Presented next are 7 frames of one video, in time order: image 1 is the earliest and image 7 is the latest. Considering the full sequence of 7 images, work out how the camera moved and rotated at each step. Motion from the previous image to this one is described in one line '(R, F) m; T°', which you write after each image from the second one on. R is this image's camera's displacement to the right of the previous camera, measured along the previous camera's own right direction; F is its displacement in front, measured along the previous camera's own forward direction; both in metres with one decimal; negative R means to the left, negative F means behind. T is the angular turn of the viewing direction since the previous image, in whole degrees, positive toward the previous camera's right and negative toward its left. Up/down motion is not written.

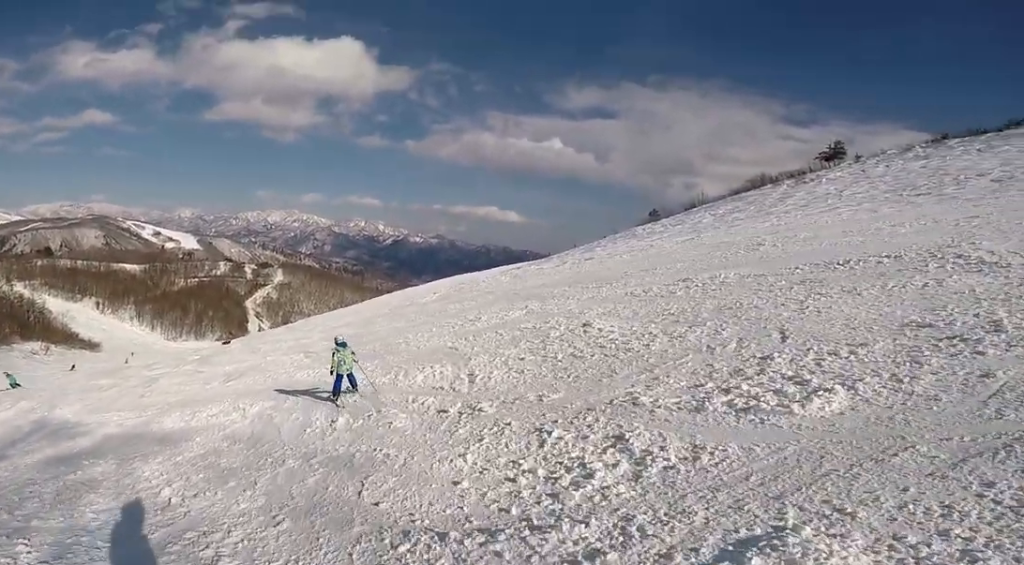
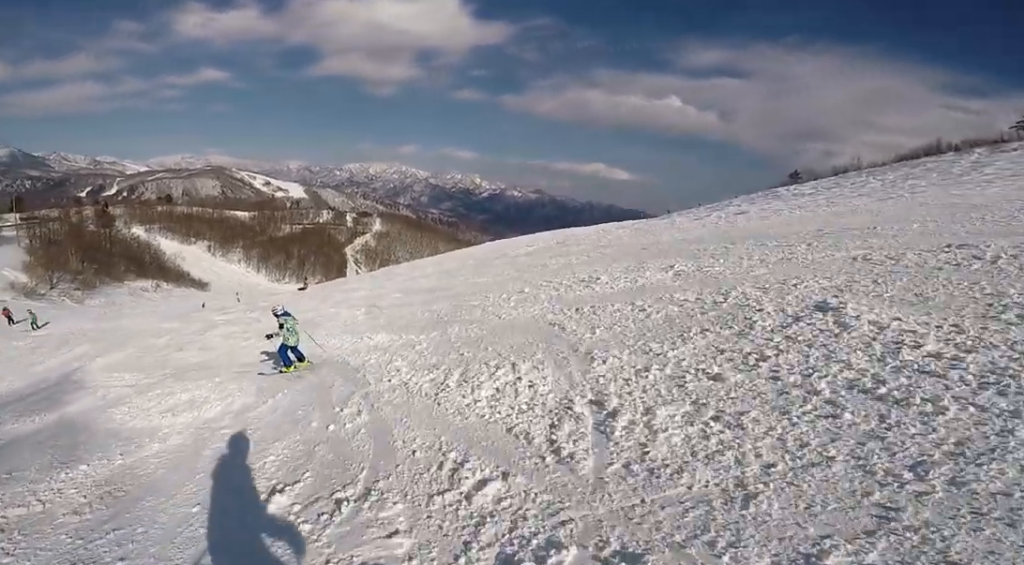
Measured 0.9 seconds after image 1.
(-1.2, +3.4) m; -22°
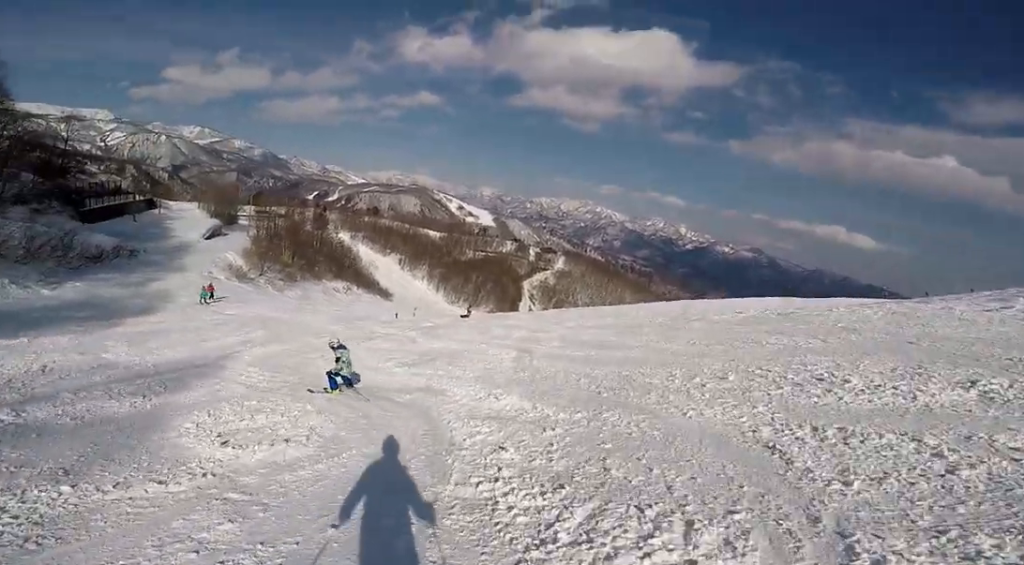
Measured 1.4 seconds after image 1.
(-0.2, +2.2) m; -19°
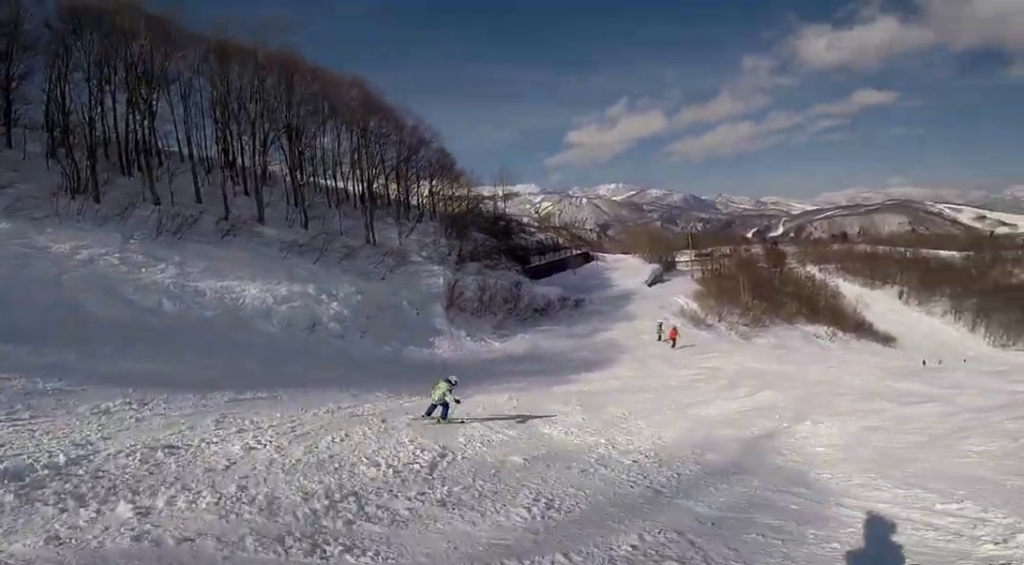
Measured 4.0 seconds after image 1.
(-5.9, +8.1) m; -42°
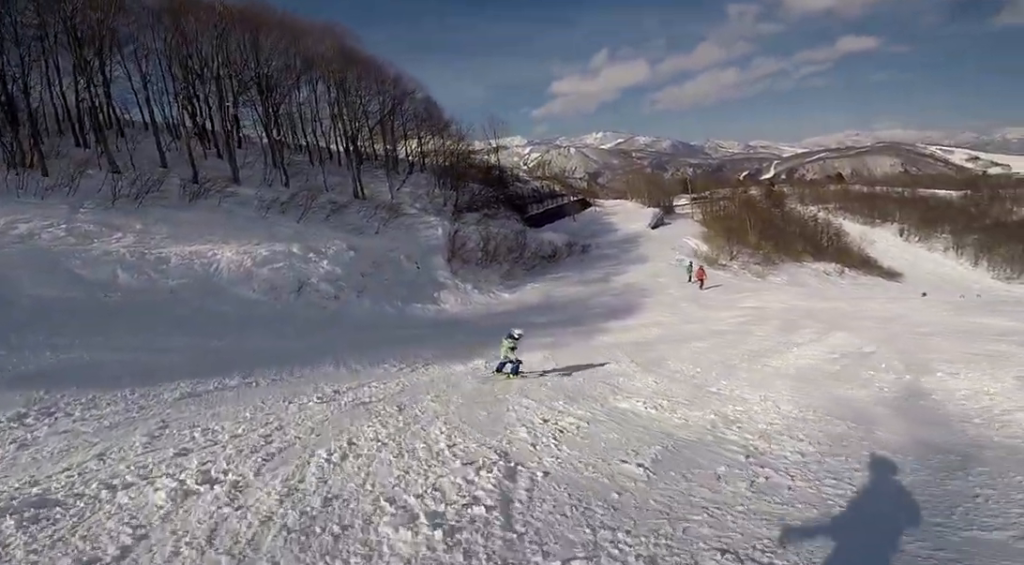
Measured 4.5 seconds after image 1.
(-0.2, +2.8) m; +9°
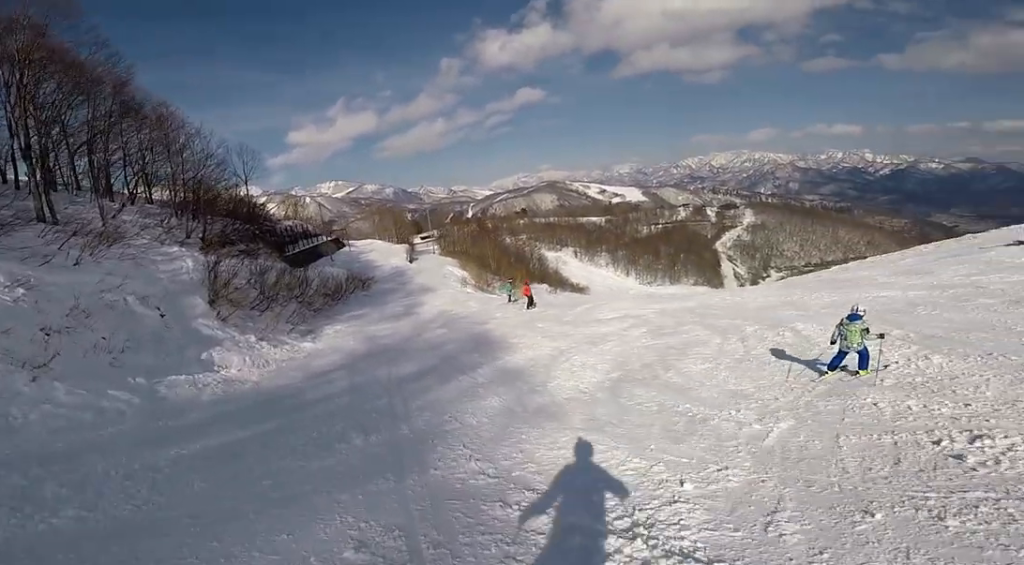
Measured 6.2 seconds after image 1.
(+2.6, +7.8) m; +36°
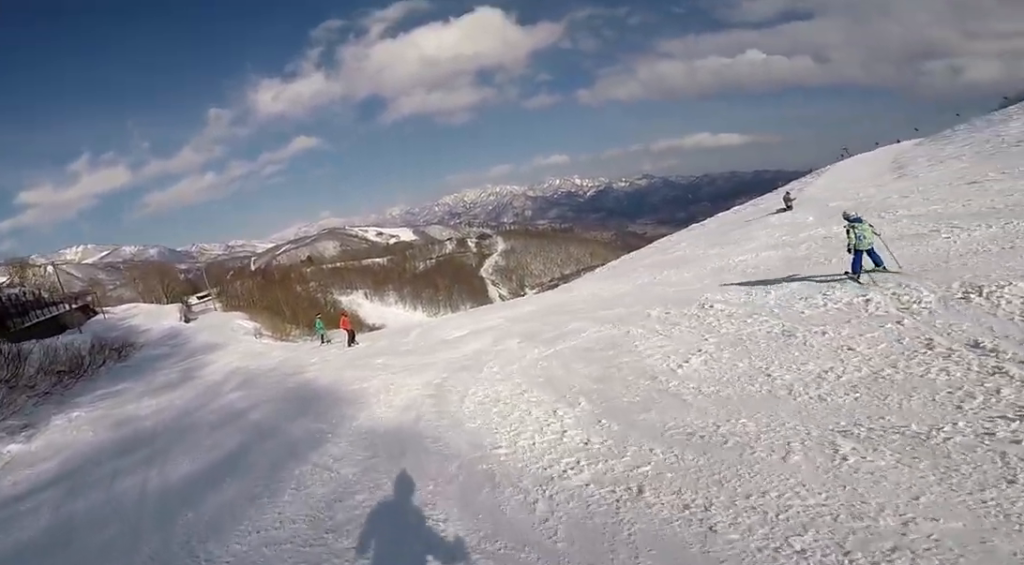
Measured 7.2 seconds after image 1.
(+0.5, +4.7) m; +6°
